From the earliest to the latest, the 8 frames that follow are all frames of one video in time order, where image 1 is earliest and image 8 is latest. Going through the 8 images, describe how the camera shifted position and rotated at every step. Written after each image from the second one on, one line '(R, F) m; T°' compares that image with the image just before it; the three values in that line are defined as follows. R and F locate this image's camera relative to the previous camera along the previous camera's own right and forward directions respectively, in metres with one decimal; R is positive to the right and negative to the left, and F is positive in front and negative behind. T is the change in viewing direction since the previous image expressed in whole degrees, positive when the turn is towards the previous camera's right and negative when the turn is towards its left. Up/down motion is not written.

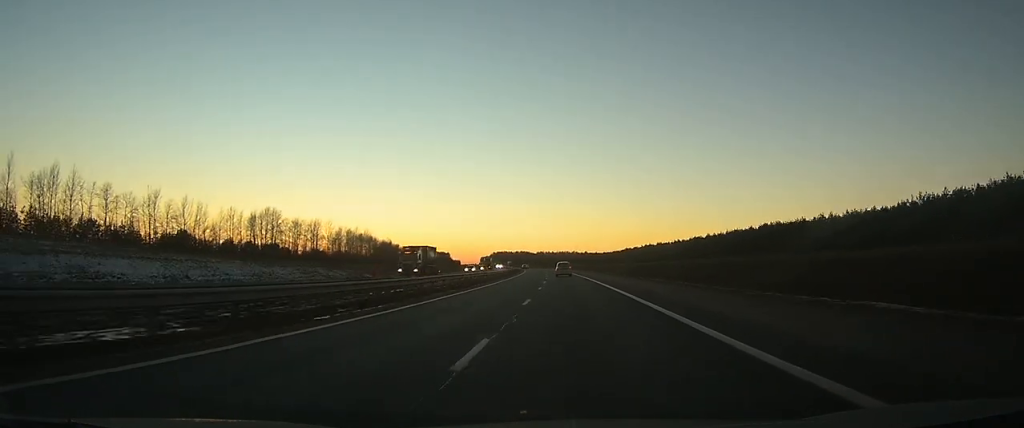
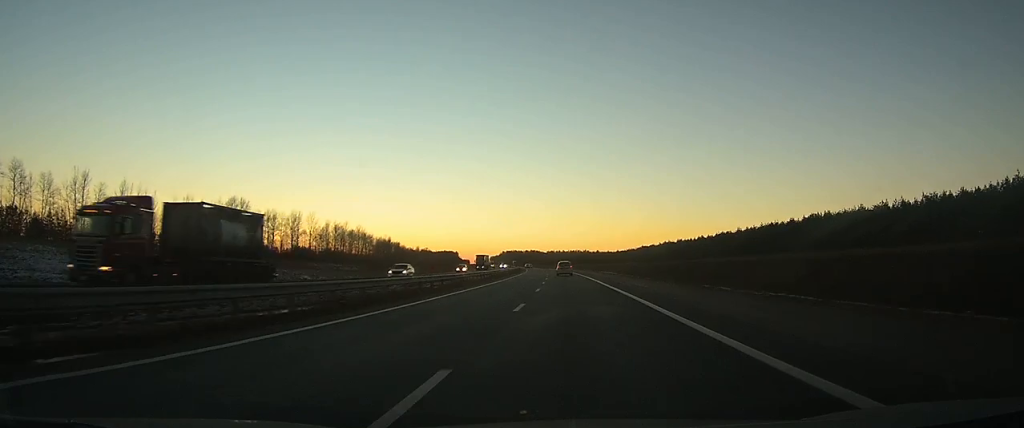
(-0.2, +26.2) m; -1°
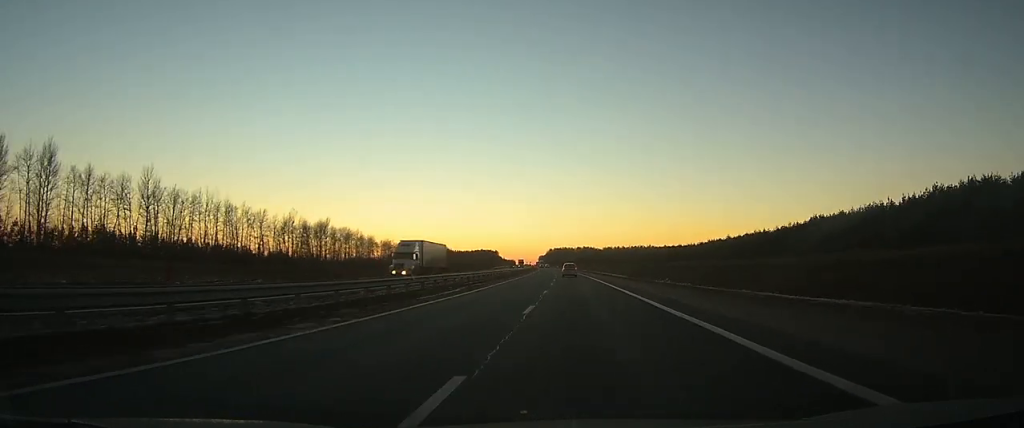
(-9.9, +176.9) m; -5°
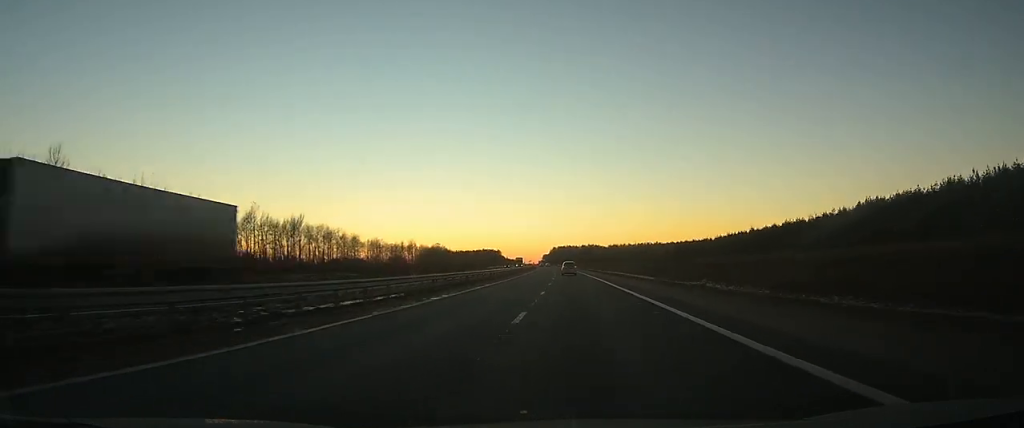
(0.0, +27.7) m; 0°
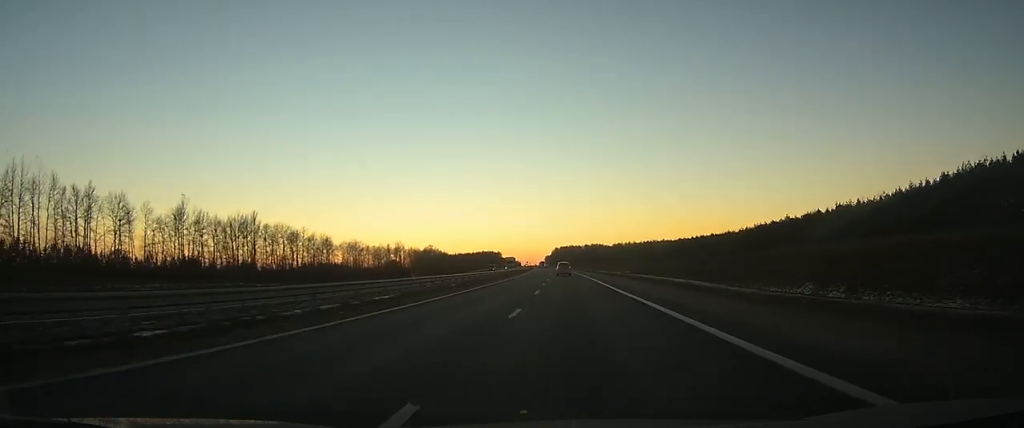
(-0.2, +34.0) m; -1°
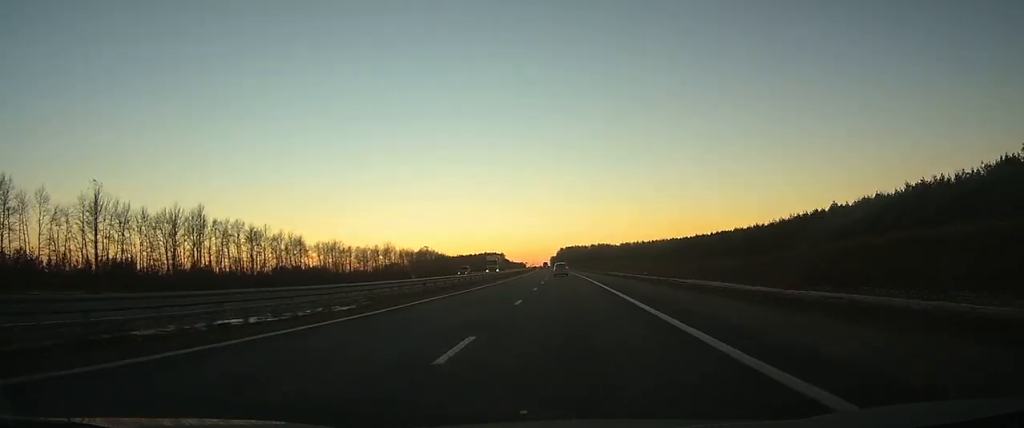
(-0.1, +30.0) m; -1°
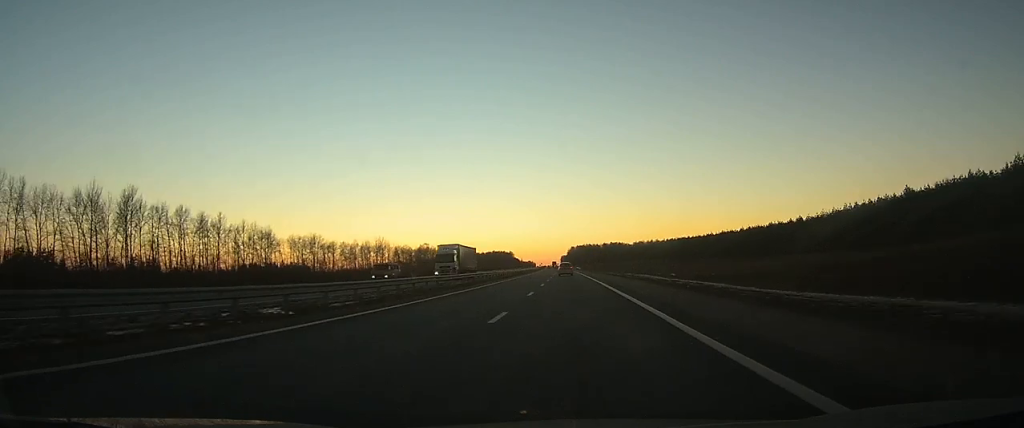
(-0.2, +29.4) m; -1°
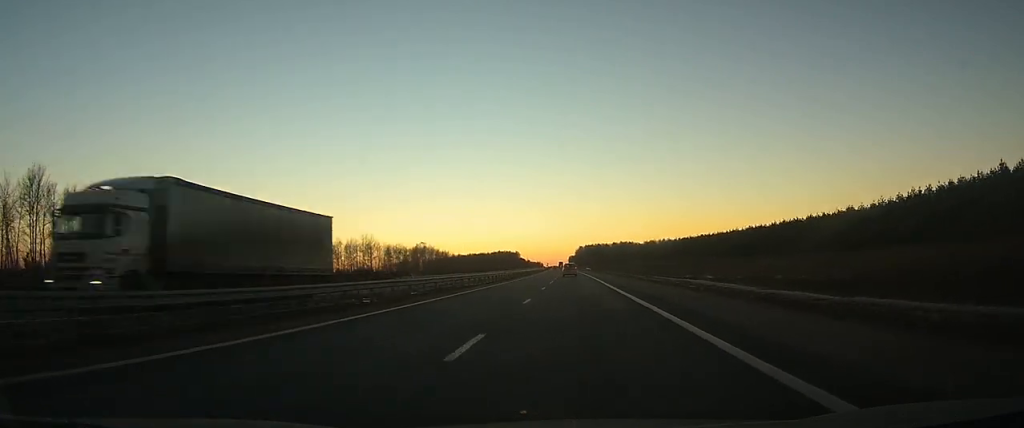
(-0.2, +27.5) m; -1°
